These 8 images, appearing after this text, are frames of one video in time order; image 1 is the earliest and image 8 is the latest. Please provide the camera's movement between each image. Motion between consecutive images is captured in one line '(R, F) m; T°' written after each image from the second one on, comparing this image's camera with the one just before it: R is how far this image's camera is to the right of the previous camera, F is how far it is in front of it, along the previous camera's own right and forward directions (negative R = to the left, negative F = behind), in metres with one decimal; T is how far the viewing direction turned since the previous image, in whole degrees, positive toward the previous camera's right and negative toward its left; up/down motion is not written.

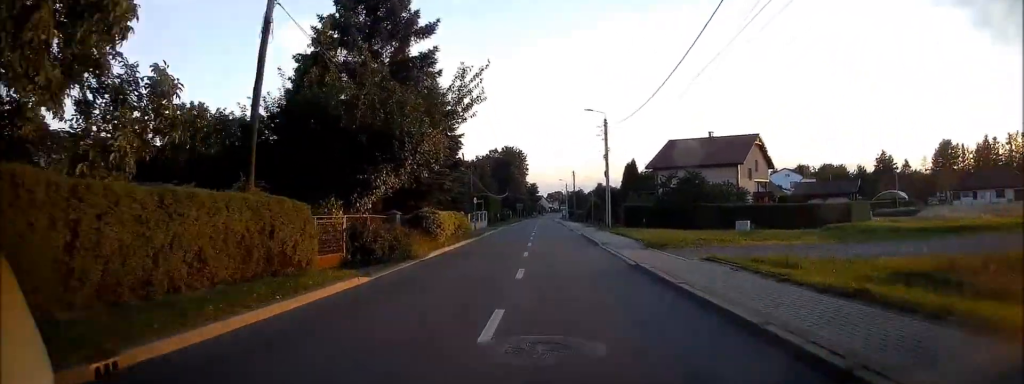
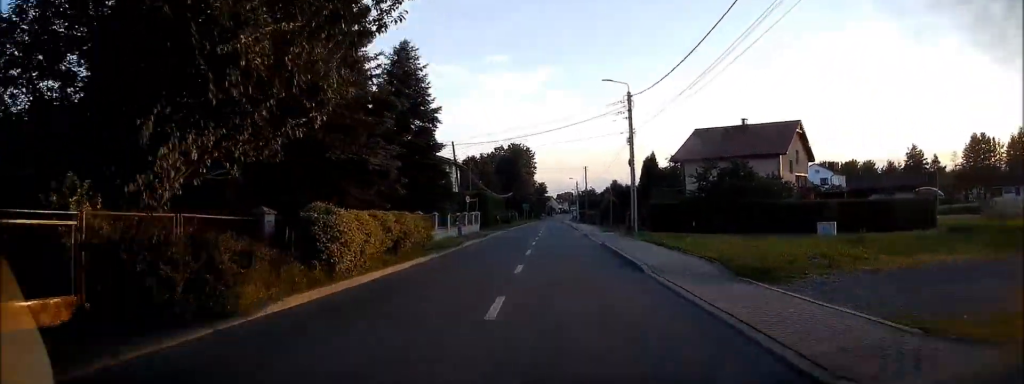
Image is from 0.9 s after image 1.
(+0.1, +10.7) m; -1°
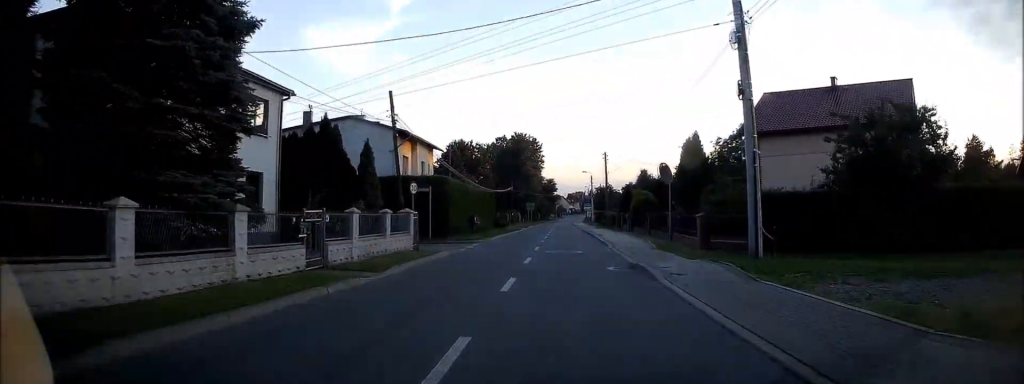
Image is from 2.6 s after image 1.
(-0.6, +21.6) m; -3°
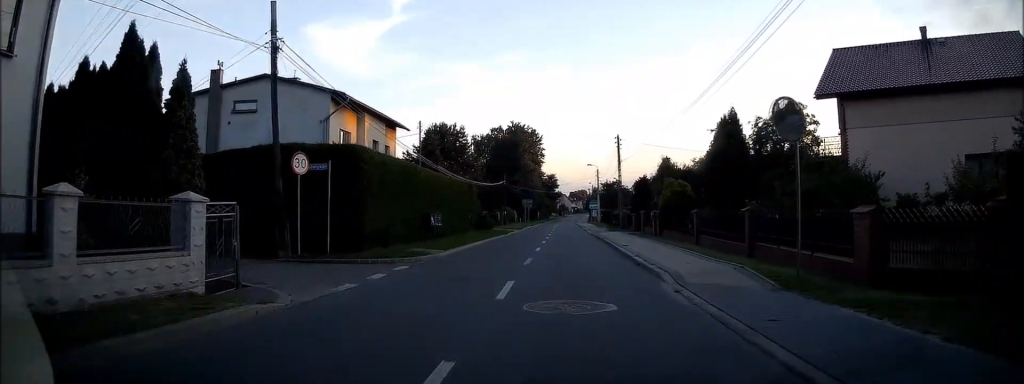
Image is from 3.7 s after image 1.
(-0.4, +13.3) m; 0°
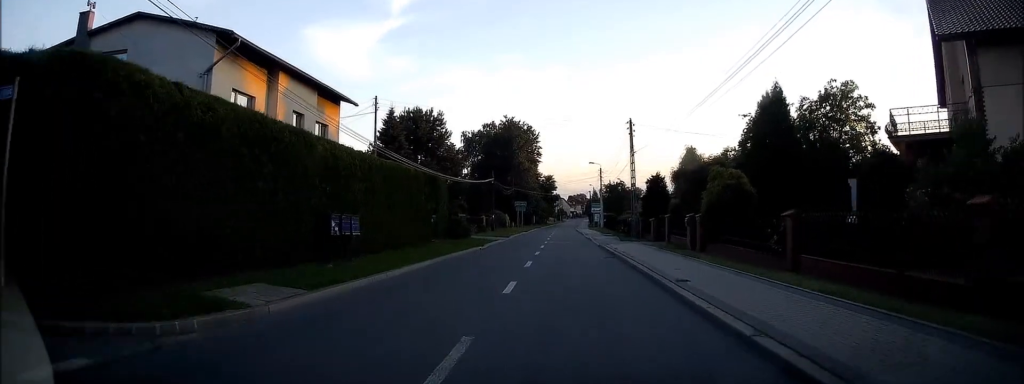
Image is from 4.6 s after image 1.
(+0.2, +11.0) m; +2°
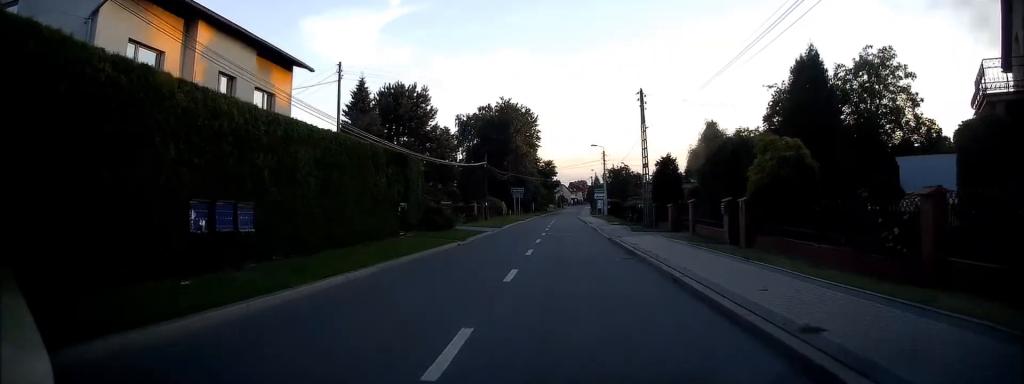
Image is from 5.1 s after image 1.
(+0.1, +6.0) m; 0°
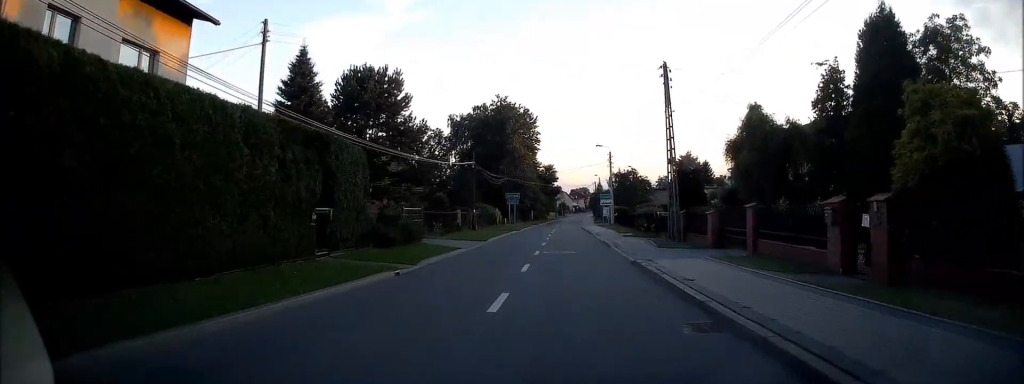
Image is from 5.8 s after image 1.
(+0.1, +8.4) m; 0°
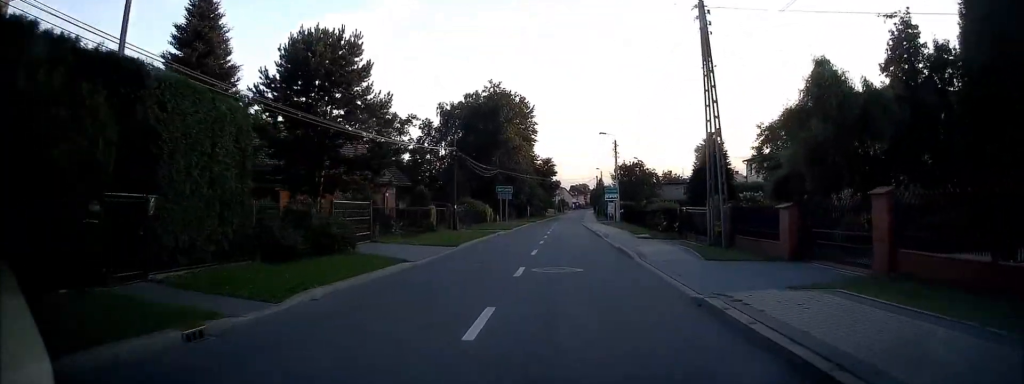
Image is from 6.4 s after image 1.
(-0.2, +8.0) m; -1°
